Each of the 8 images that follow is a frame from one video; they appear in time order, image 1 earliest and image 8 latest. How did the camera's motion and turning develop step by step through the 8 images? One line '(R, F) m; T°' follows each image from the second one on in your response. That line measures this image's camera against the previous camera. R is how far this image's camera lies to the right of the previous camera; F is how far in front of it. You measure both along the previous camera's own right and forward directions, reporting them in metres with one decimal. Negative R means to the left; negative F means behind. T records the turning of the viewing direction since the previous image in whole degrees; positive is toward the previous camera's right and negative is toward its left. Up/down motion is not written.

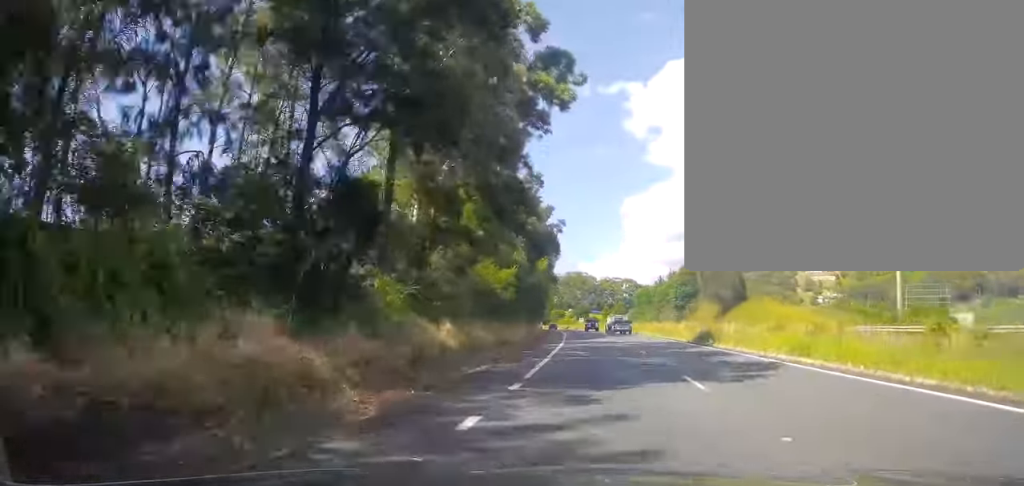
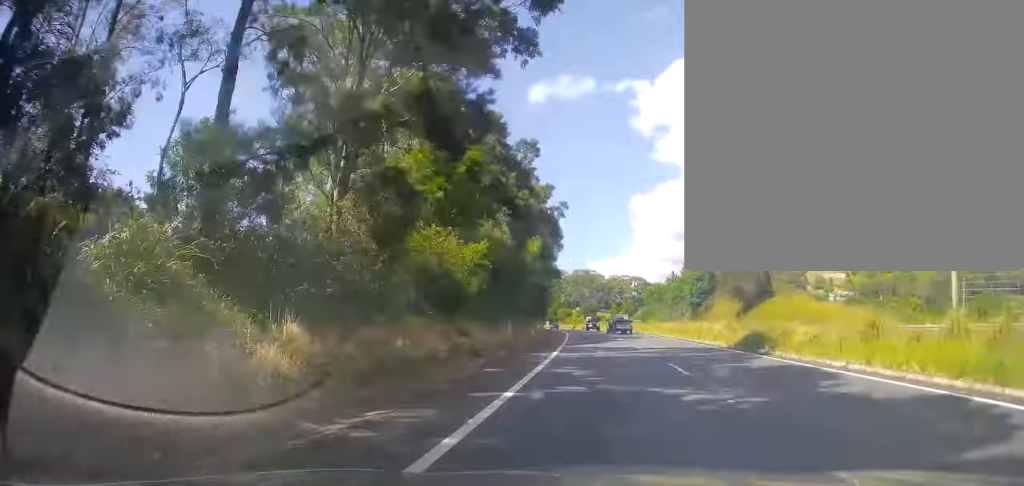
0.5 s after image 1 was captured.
(-0.3, +9.2) m; -1°
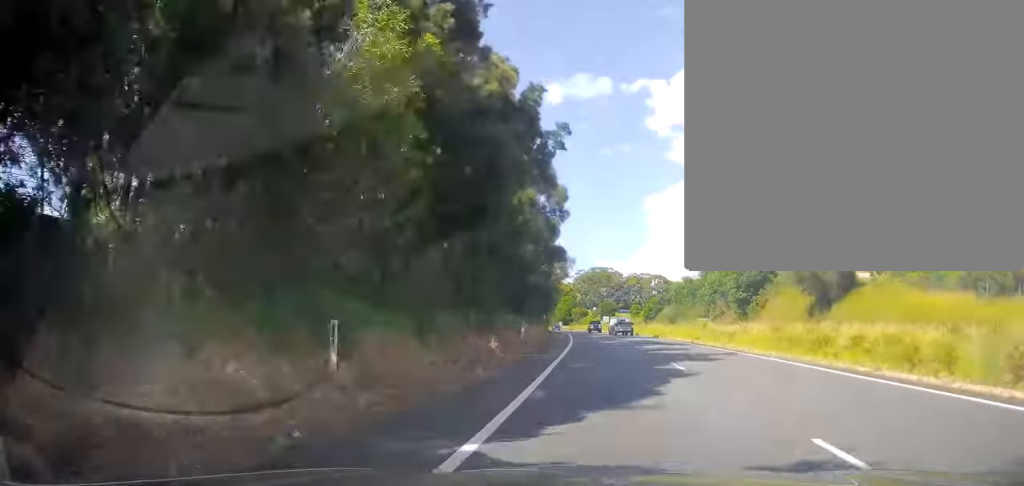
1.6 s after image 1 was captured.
(+0.3, +22.6) m; 0°
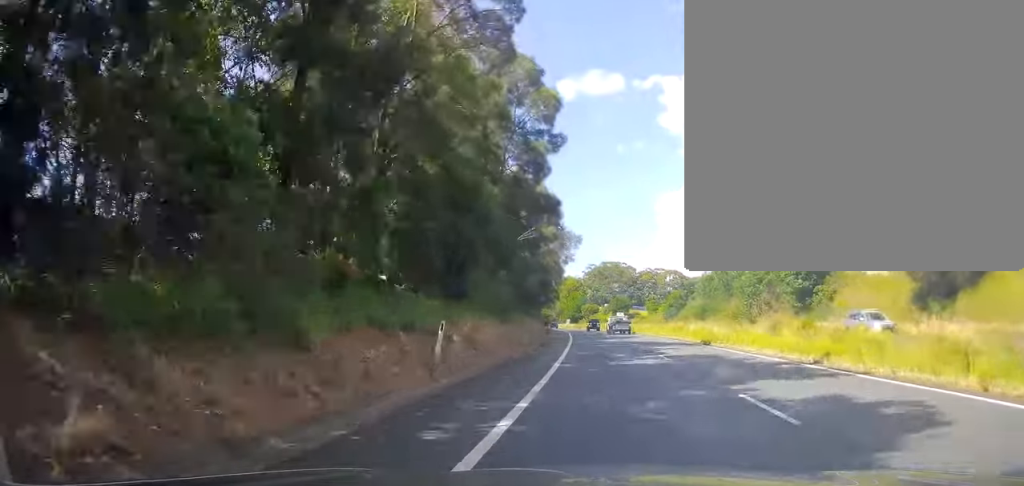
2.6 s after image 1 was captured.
(-0.4, +20.1) m; -2°
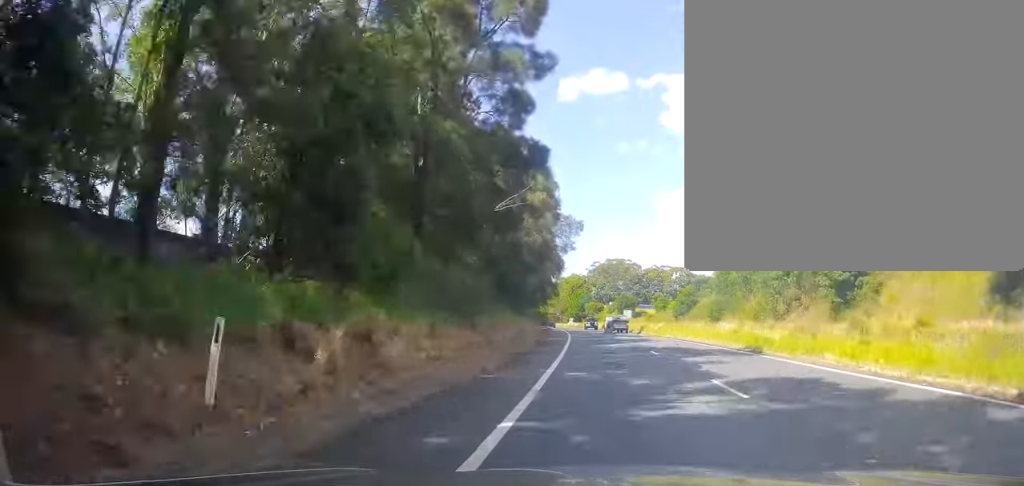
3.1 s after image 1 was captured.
(-0.2, +9.5) m; 0°
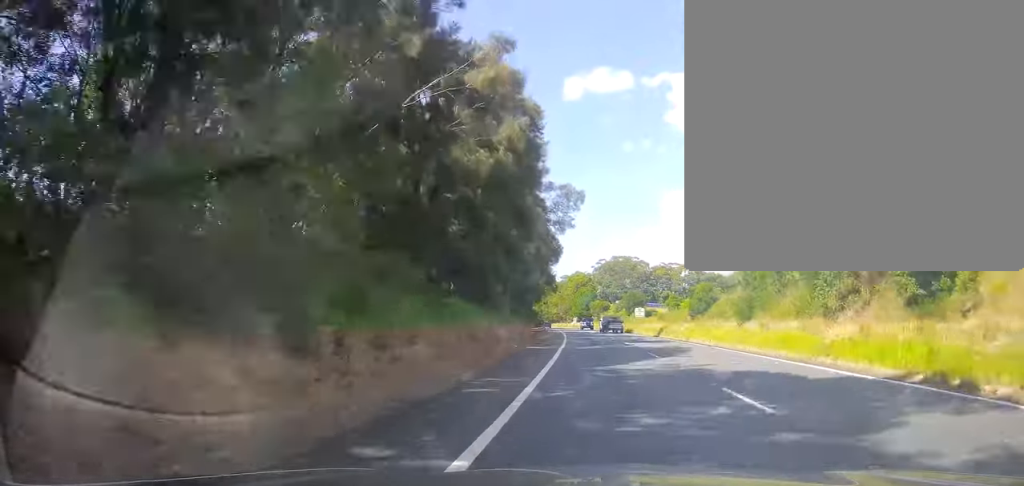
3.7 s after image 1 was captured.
(-0.2, +13.6) m; 0°
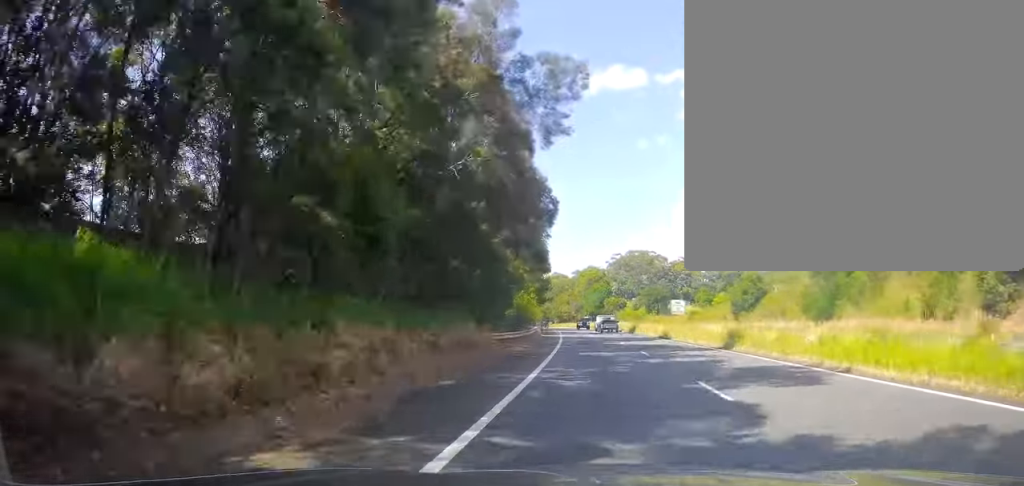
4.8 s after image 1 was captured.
(+0.1, +22.7) m; -1°
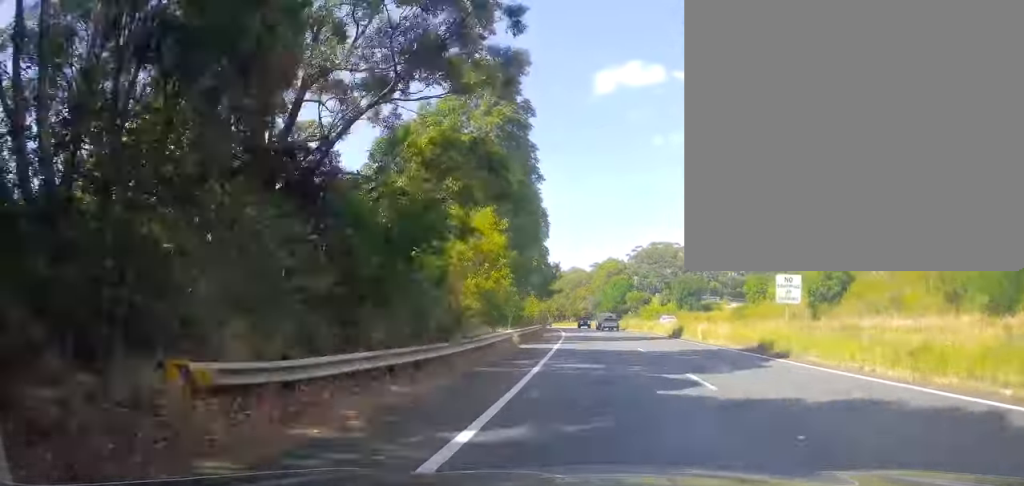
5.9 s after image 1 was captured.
(-0.6, +22.9) m; -3°
